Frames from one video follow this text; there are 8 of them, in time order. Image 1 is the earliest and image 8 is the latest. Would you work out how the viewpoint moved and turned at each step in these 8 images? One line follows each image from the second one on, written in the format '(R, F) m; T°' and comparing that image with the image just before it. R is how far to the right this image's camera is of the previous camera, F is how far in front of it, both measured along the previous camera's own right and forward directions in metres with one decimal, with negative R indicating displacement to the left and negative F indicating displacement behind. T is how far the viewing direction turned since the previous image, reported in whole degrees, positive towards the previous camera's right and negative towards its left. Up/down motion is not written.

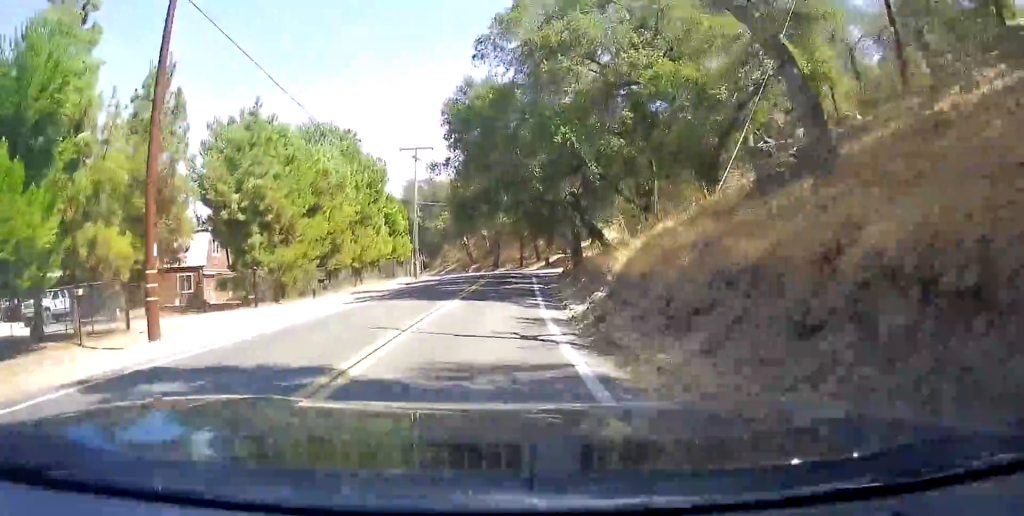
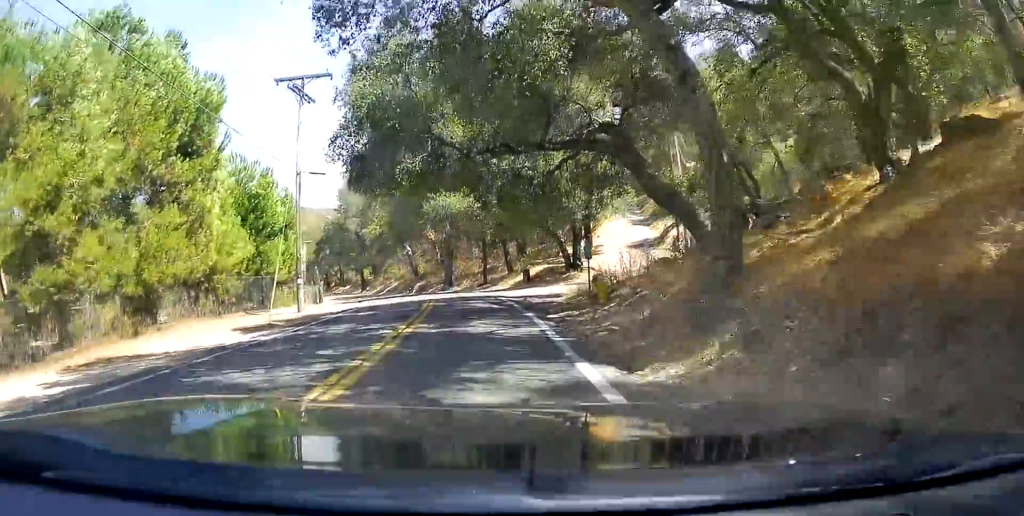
(+0.7, +23.5) m; +4°
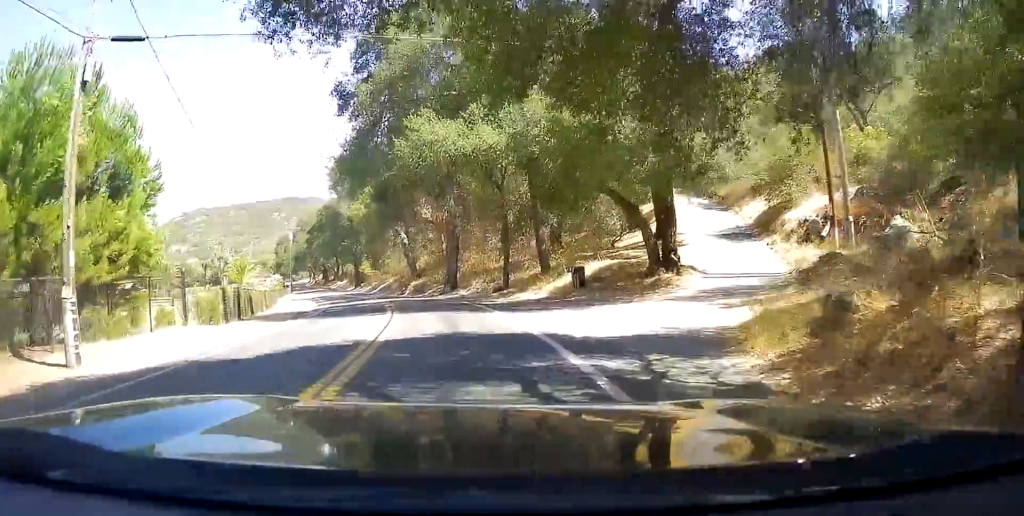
(+0.9, +17.5) m; +3°
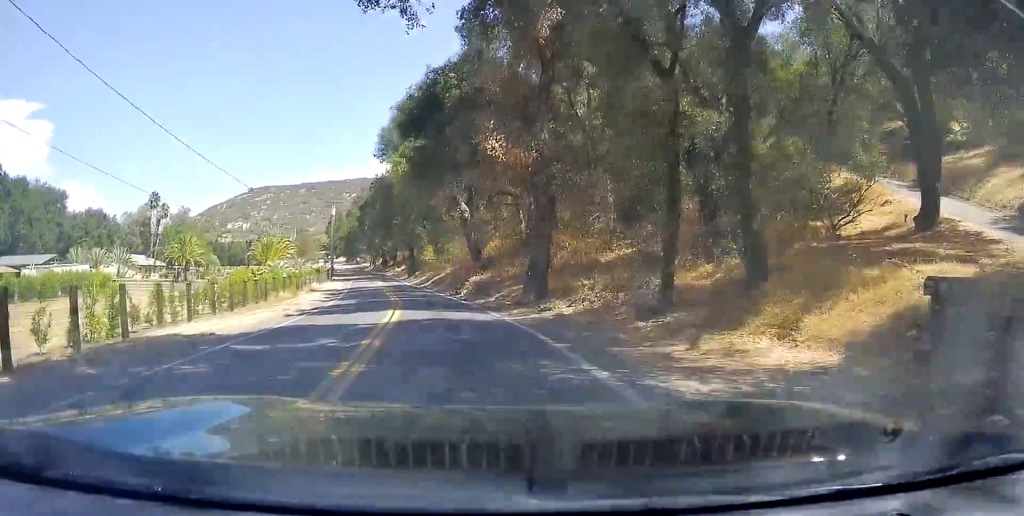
(-0.8, +18.4) m; -6°
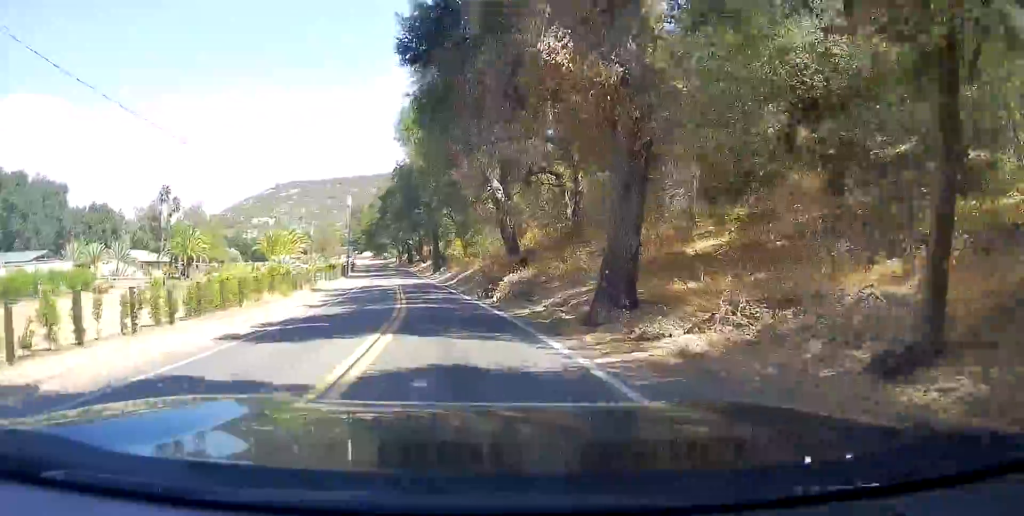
(-0.3, +8.8) m; -4°
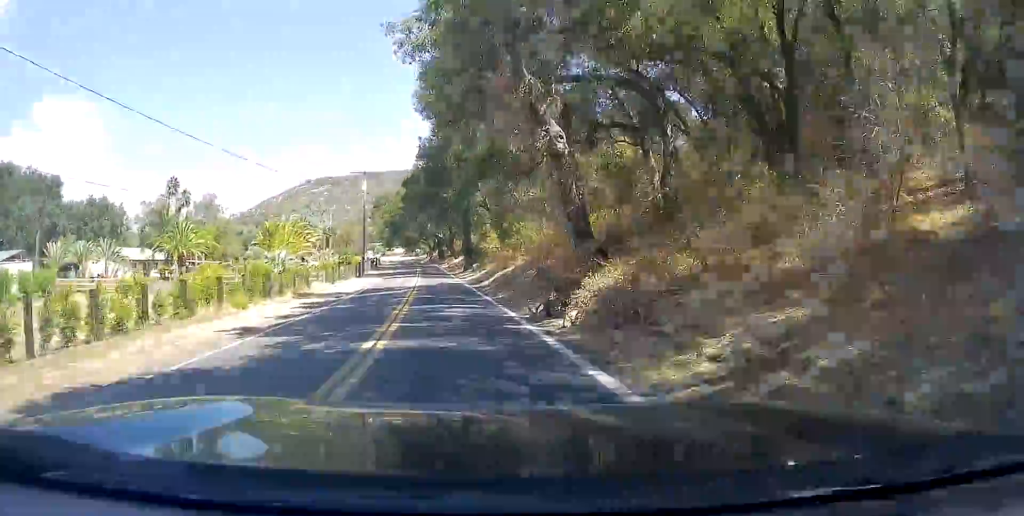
(-0.6, +12.0) m; -3°
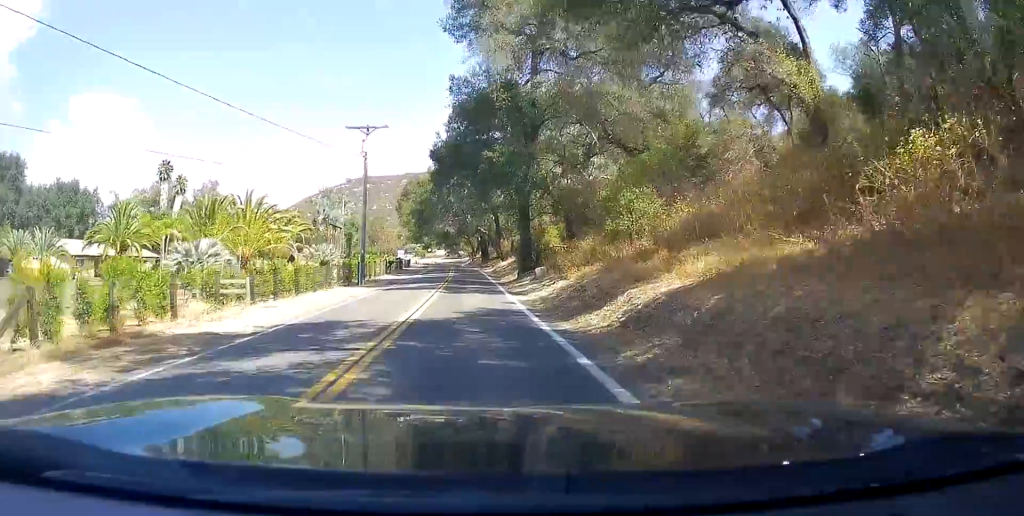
(-0.2, +23.7) m; -2°
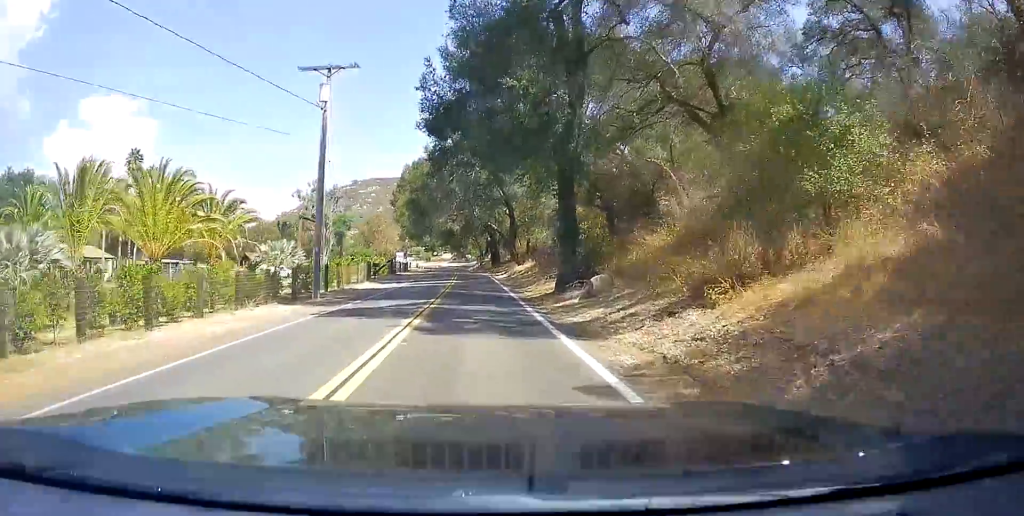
(-0.5, +15.1) m; -3°
